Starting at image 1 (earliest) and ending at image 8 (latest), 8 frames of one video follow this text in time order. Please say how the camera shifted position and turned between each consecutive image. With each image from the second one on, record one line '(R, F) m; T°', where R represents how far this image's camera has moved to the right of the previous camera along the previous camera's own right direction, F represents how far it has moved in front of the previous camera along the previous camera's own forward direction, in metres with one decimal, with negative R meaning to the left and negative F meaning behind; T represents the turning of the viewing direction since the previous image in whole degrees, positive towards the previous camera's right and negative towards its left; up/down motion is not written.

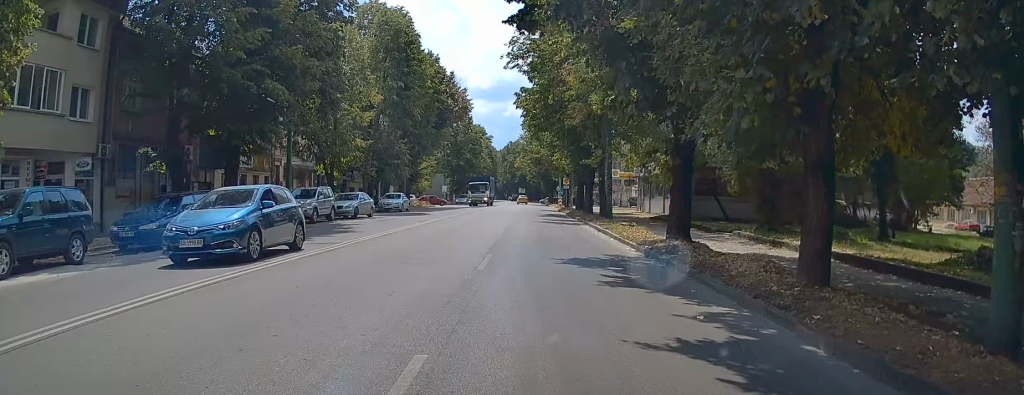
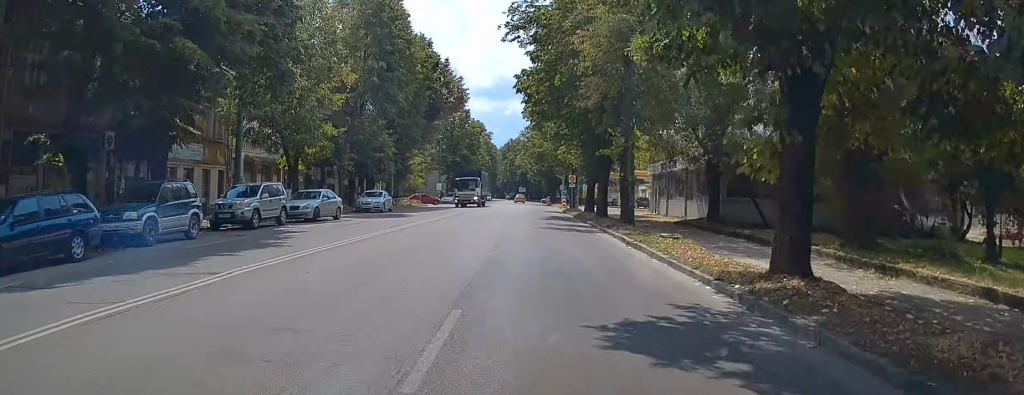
(0.0, +7.1) m; 0°
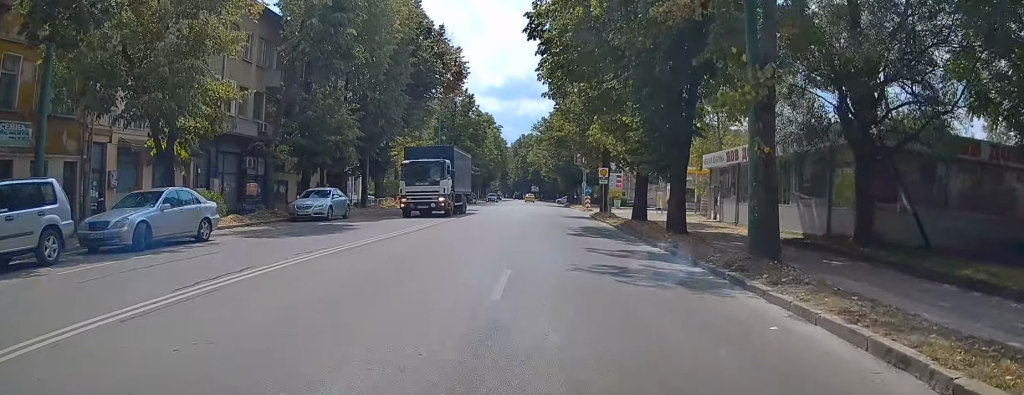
(-0.1, +14.6) m; -1°
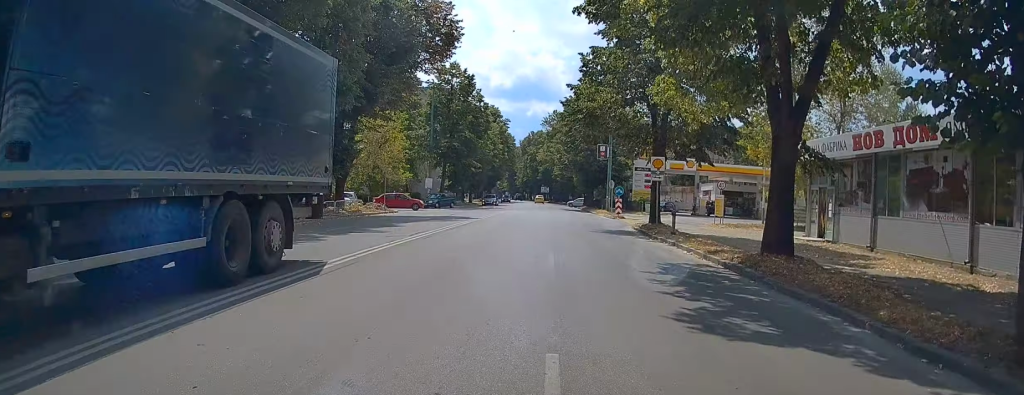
(-0.2, +14.7) m; -1°
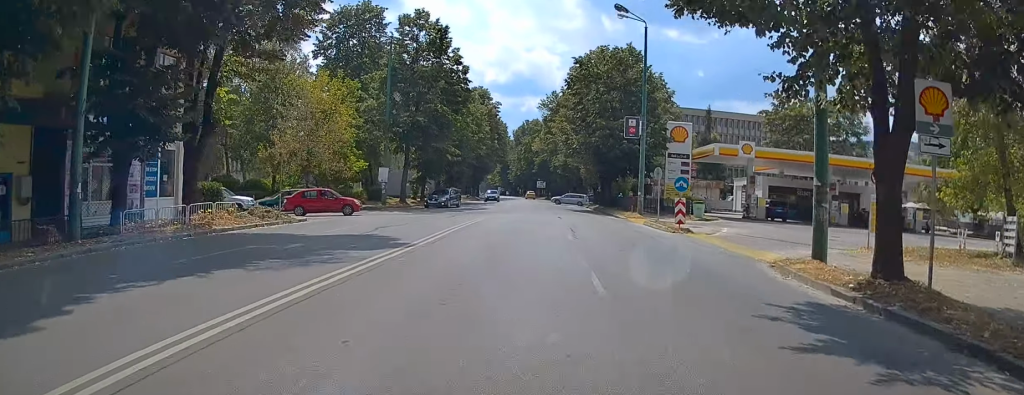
(-0.1, +19.3) m; +1°
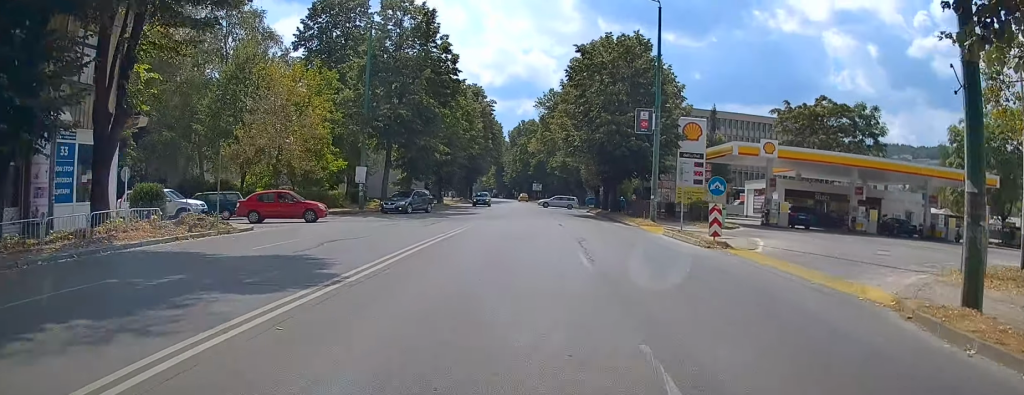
(+0.1, +5.4) m; 0°
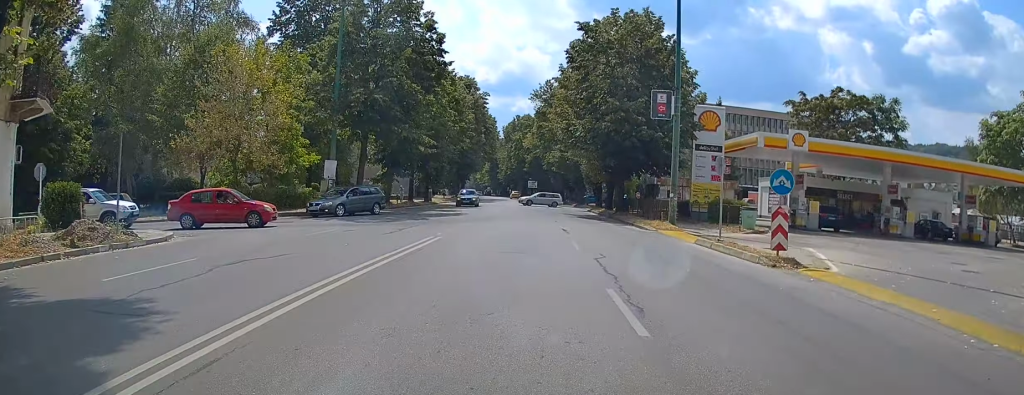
(0.0, +5.7) m; 0°
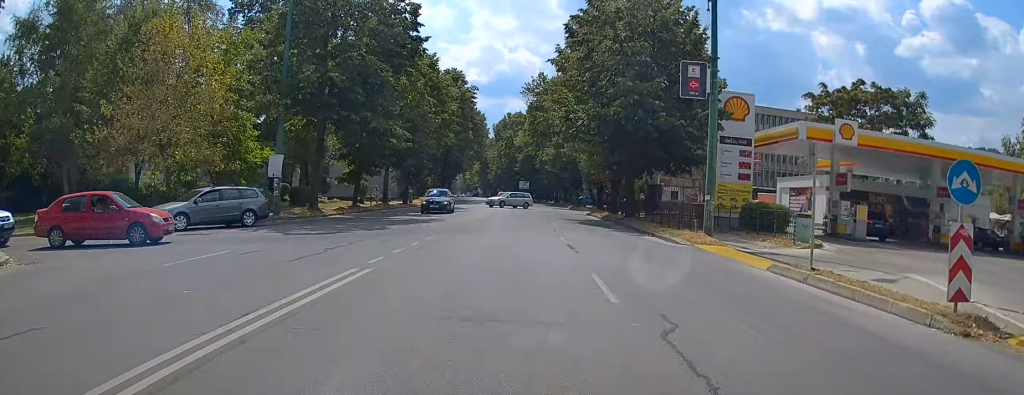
(0.0, +7.2) m; 0°
